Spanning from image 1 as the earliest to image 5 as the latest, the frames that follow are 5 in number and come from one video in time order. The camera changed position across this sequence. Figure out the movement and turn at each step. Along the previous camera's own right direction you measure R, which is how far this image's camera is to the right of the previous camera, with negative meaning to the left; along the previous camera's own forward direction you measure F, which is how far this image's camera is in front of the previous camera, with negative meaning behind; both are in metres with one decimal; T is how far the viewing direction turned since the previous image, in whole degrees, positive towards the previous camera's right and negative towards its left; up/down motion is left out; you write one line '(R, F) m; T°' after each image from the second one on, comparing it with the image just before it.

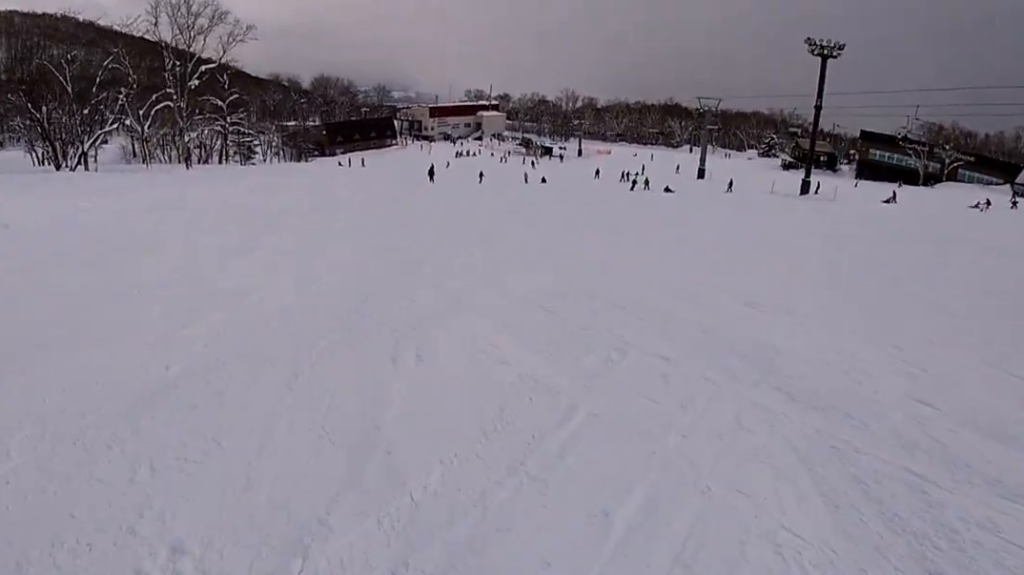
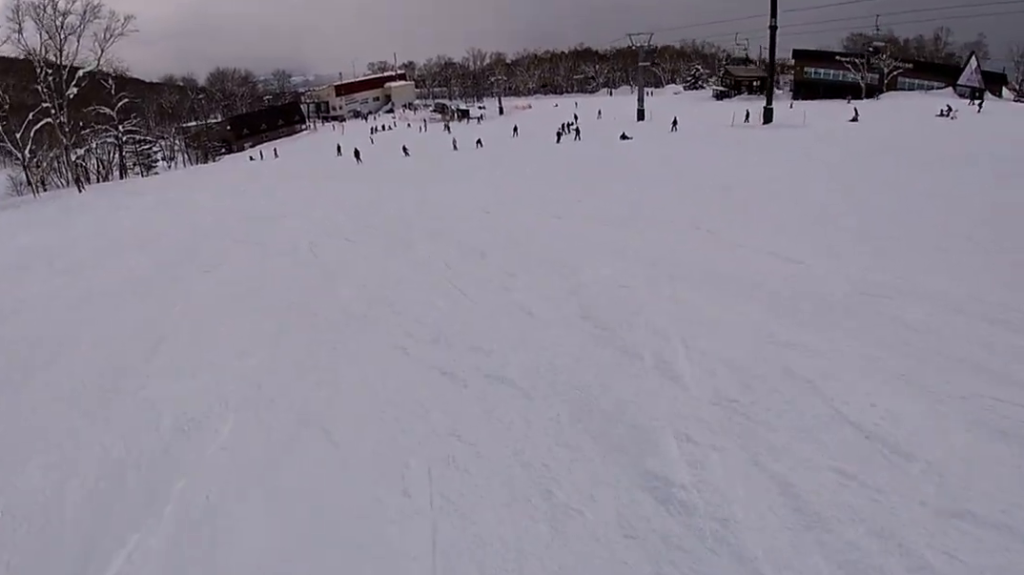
(-0.1, +9.2) m; -3°
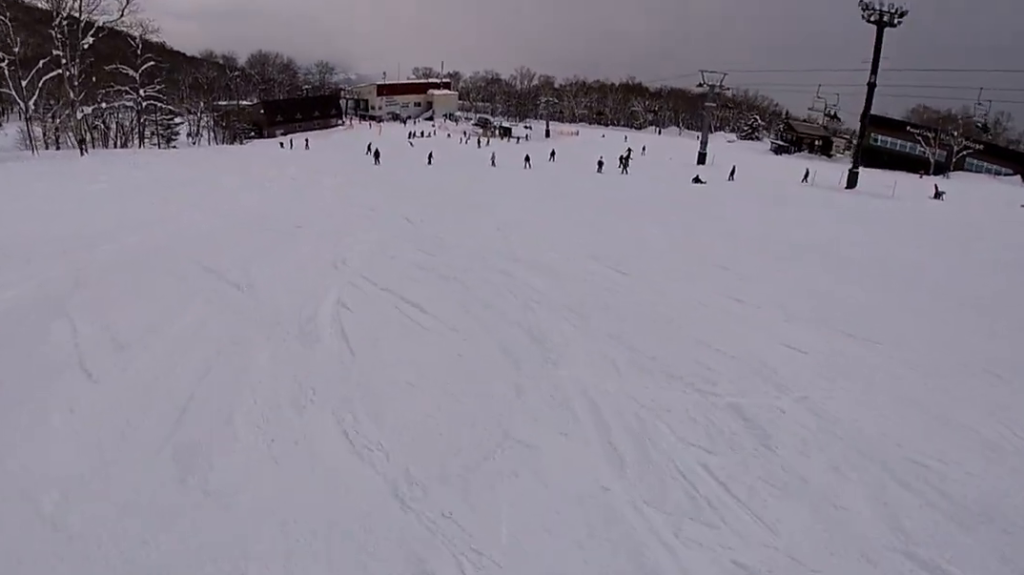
(-0.5, +7.6) m; 0°
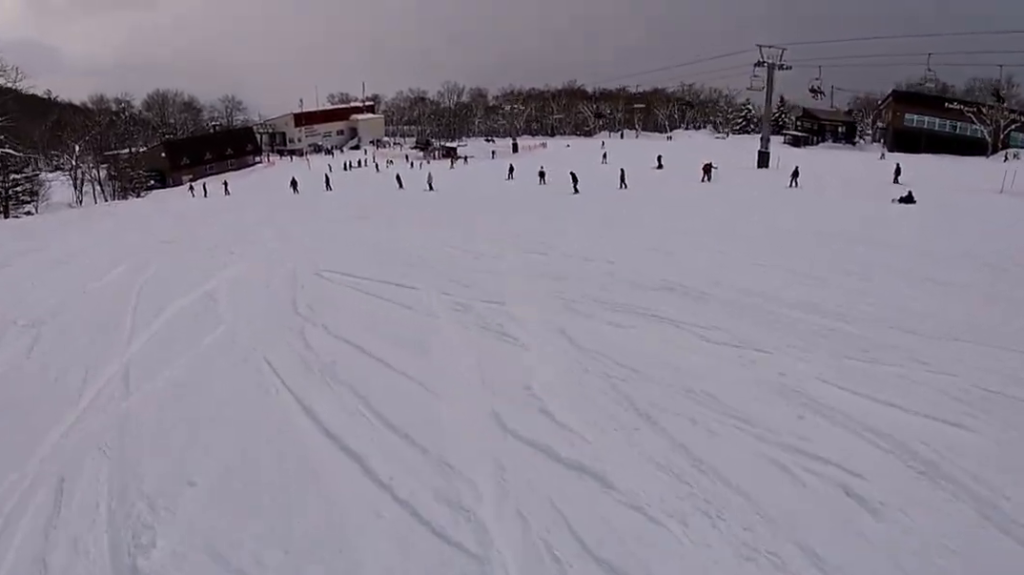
(+4.0, +28.5) m; +10°
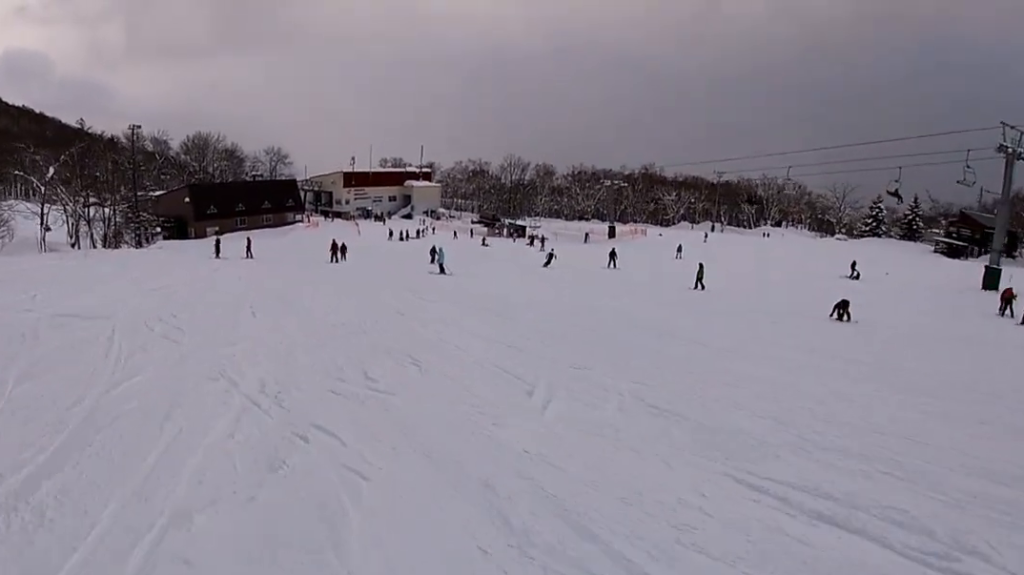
(-3.7, +22.8) m; -8°
